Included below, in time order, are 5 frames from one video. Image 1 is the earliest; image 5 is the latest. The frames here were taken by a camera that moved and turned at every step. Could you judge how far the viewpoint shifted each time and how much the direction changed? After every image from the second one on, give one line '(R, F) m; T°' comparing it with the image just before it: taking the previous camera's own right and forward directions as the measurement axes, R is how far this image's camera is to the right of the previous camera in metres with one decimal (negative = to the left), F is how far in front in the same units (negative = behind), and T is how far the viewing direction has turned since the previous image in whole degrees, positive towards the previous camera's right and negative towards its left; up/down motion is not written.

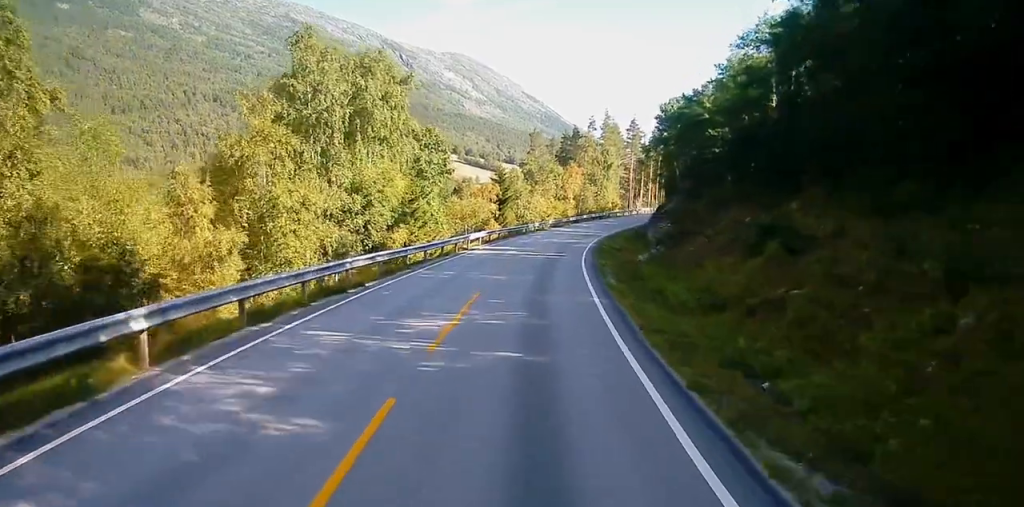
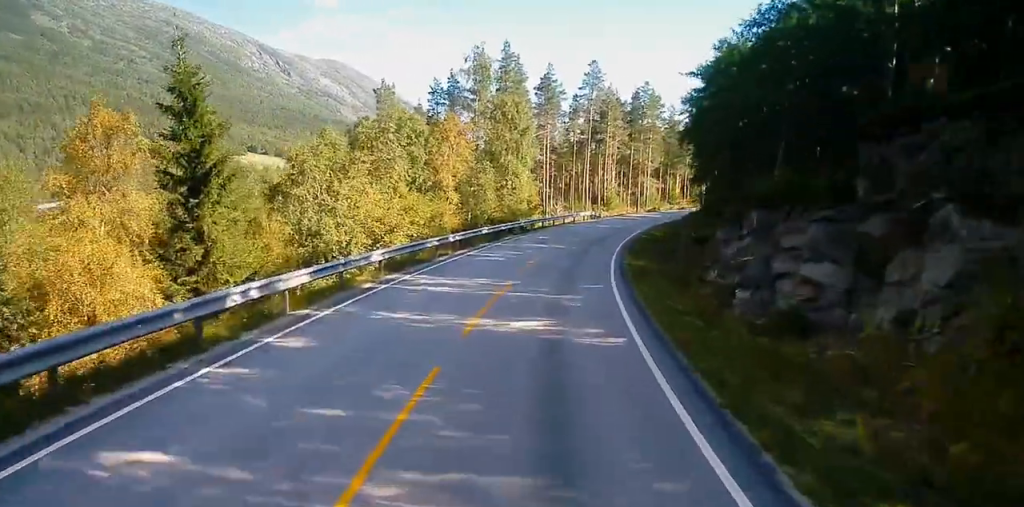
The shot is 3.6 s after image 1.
(+2.8, +57.6) m; +4°
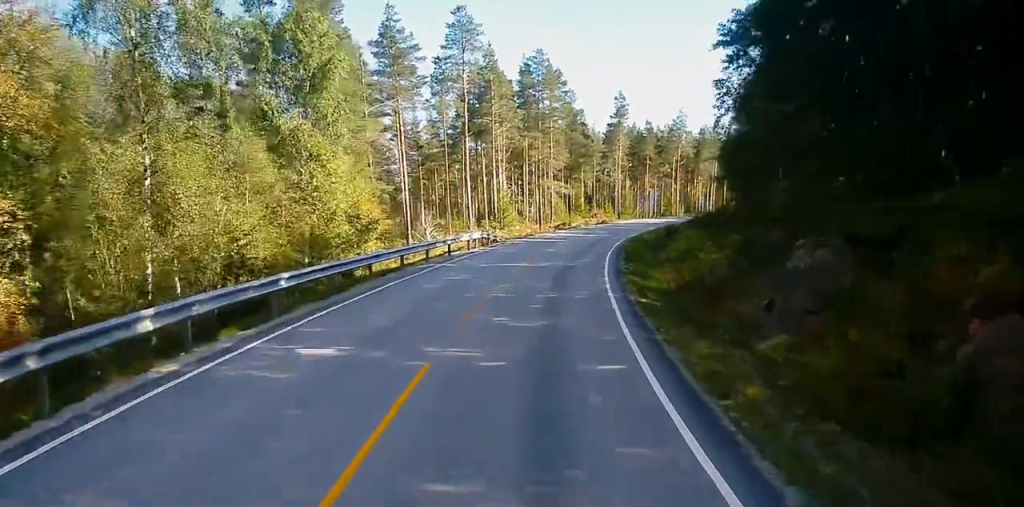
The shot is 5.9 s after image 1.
(+3.5, +34.7) m; +11°
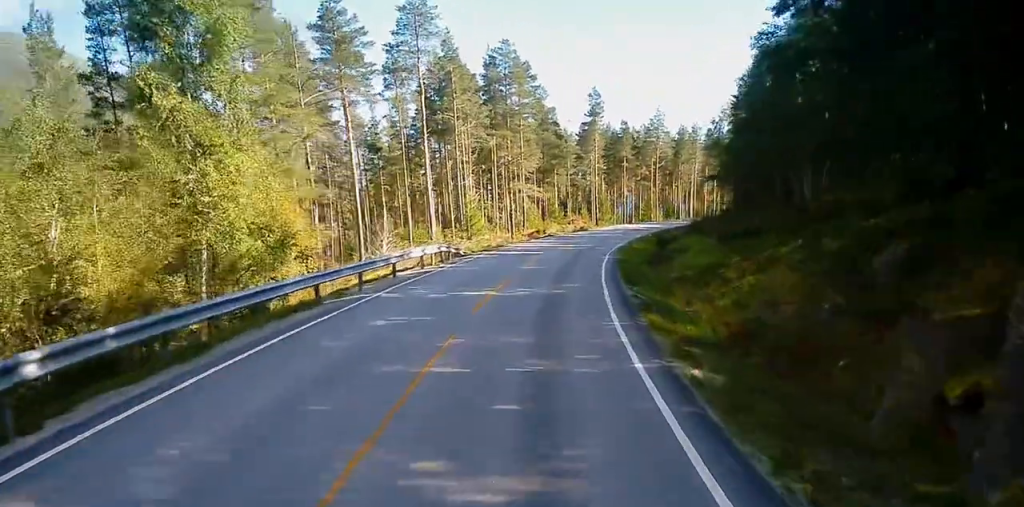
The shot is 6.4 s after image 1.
(+0.1, +8.3) m; +1°
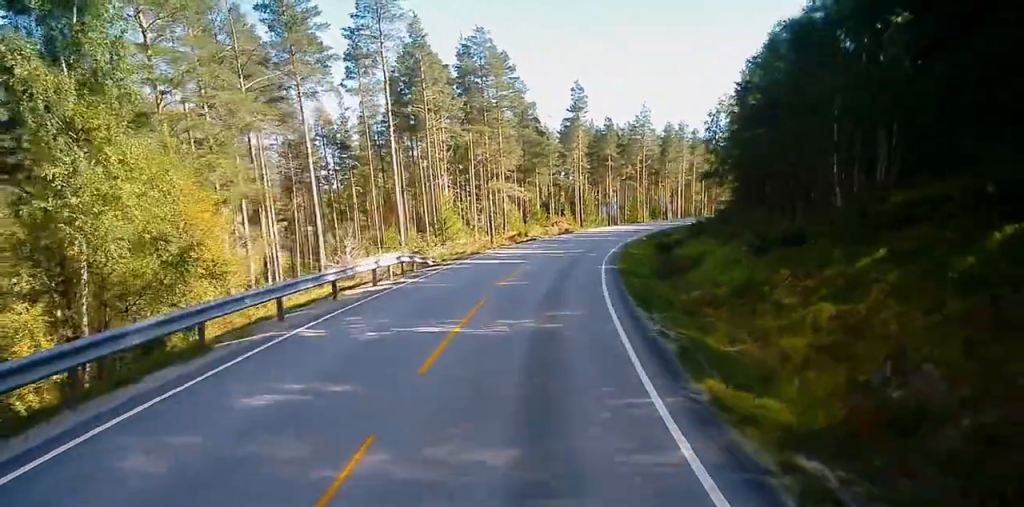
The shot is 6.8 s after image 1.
(+0.1, +6.3) m; +1°
